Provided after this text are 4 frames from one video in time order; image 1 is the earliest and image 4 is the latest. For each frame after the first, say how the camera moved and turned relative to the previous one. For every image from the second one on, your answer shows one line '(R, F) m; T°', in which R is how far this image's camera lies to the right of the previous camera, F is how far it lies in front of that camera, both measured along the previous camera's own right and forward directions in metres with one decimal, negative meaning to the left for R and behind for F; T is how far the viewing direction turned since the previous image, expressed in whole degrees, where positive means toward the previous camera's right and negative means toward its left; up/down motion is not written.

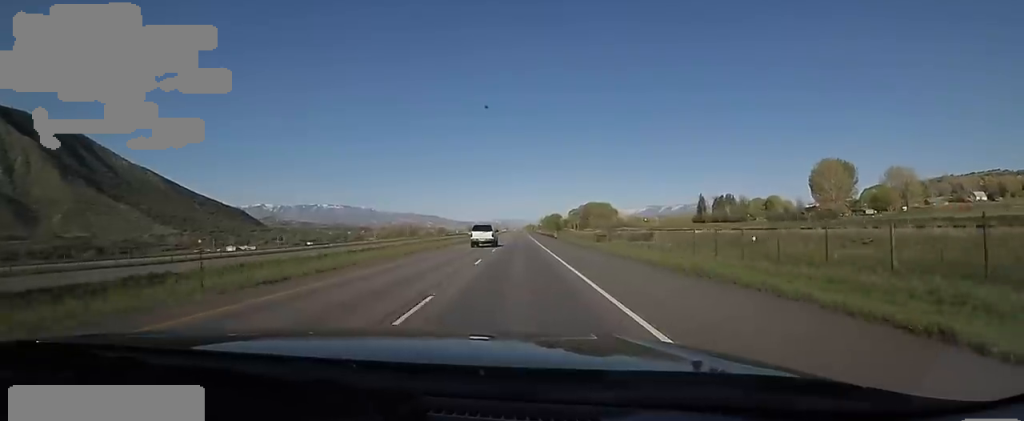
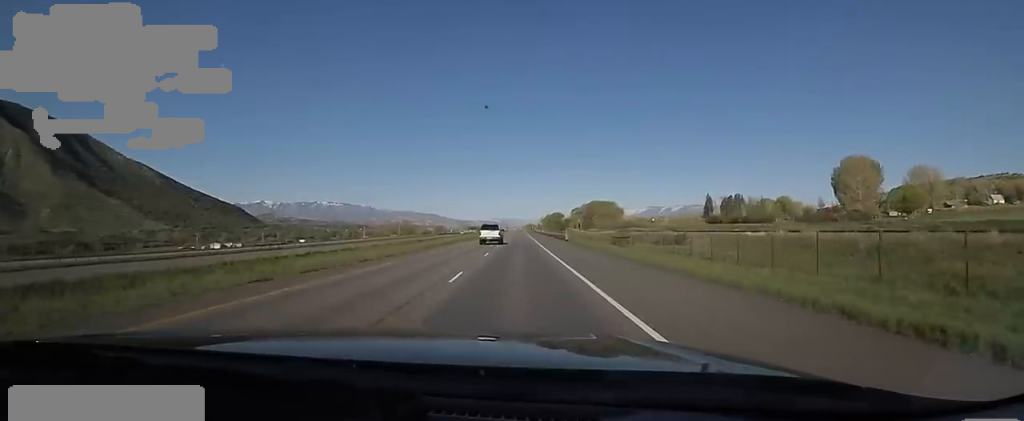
(-0.5, +18.7) m; 0°
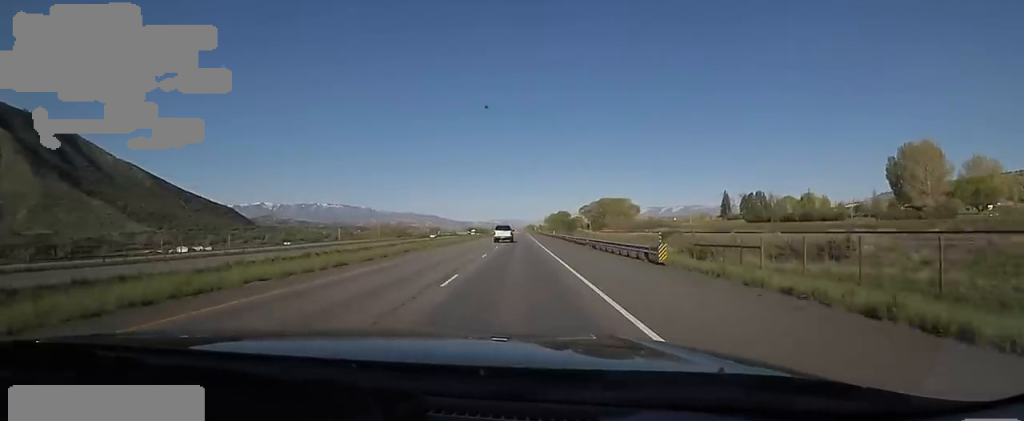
(+0.4, +37.6) m; +2°
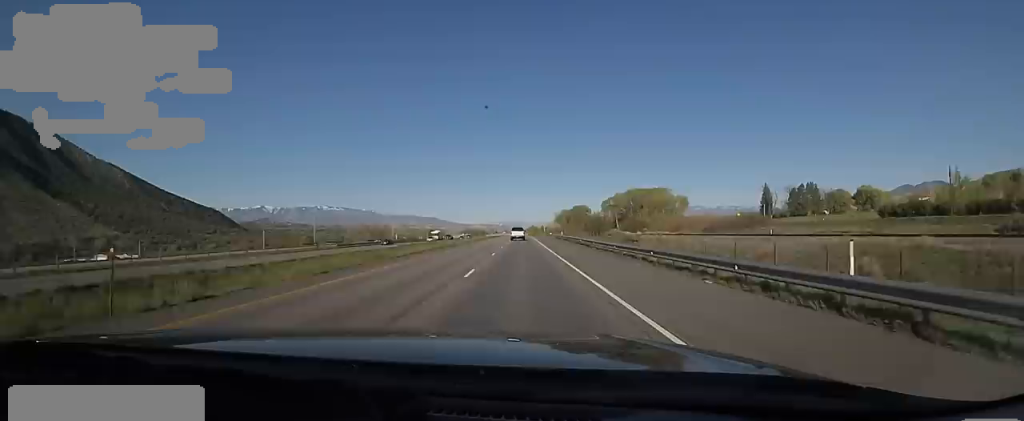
(-1.6, +70.0) m; -2°
